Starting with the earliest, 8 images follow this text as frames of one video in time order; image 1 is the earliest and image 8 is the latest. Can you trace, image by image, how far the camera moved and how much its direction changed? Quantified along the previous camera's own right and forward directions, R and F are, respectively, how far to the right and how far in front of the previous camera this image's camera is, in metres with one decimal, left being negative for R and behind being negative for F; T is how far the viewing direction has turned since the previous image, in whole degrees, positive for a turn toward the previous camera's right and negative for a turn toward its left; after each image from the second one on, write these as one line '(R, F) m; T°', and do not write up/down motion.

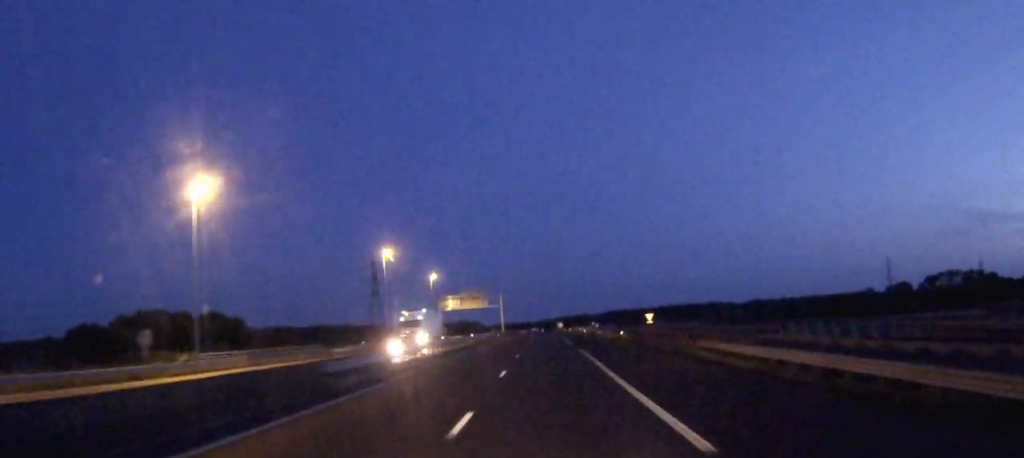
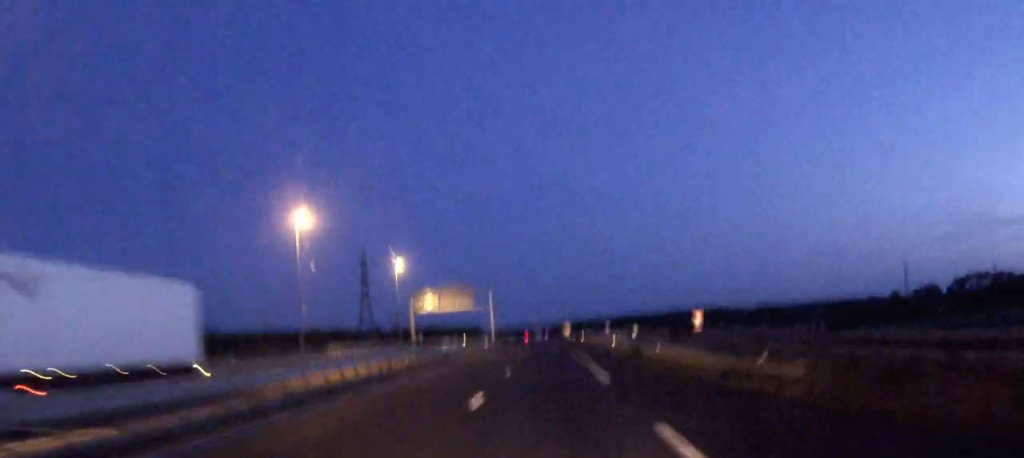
(-0.1, +34.8) m; 0°
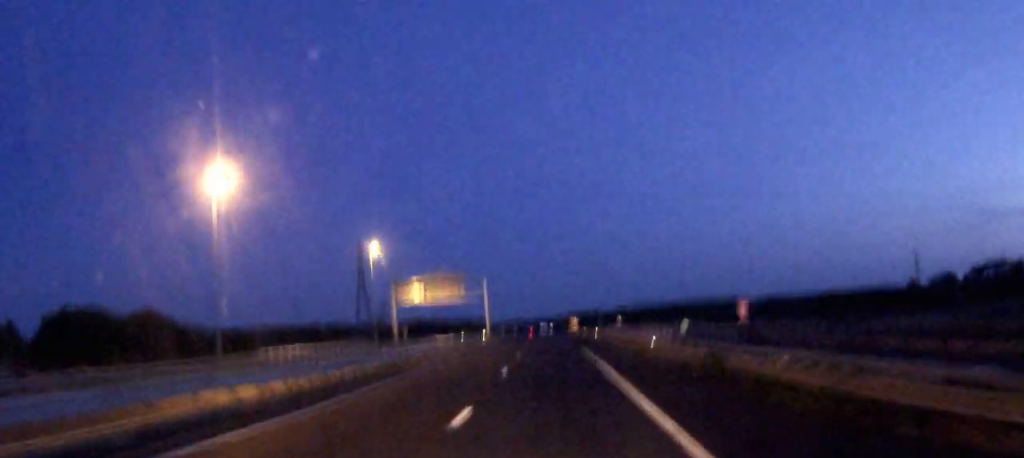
(0.0, +17.0) m; 0°
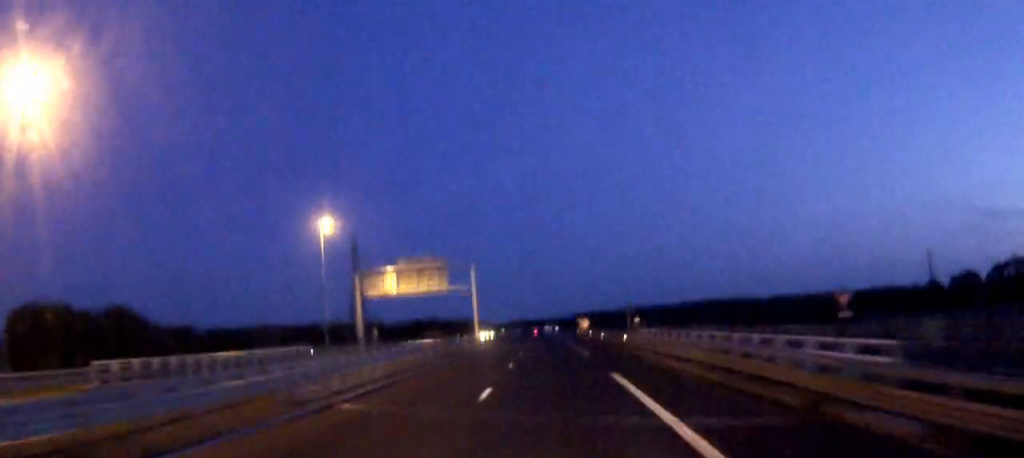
(0.0, +21.2) m; 0°
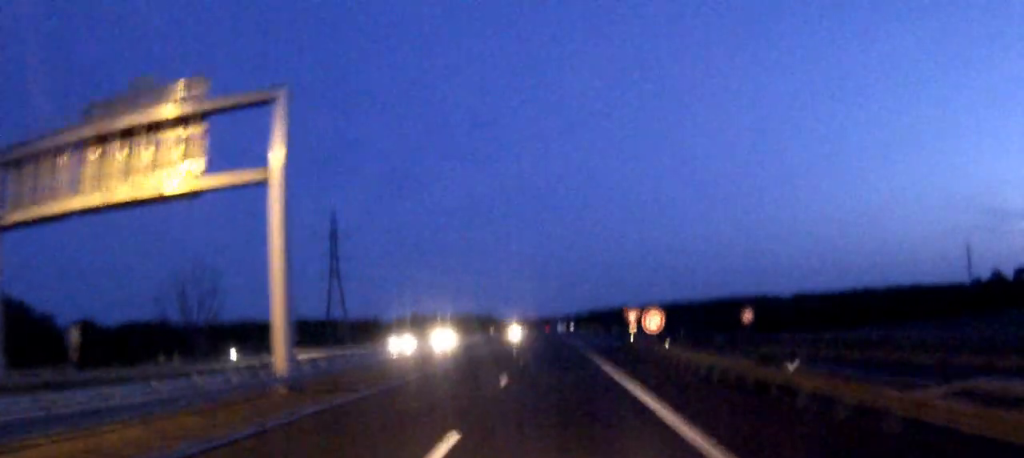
(-0.6, +59.6) m; -1°
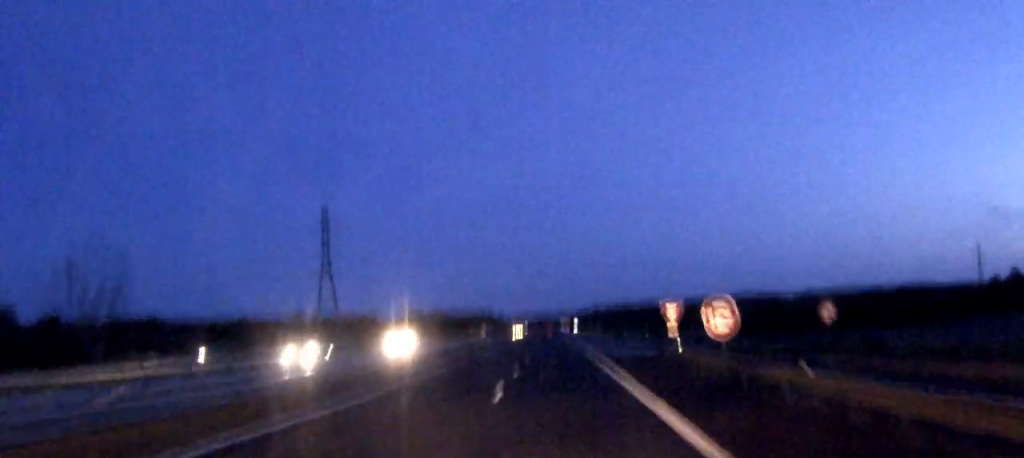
(0.0, +16.2) m; 0°
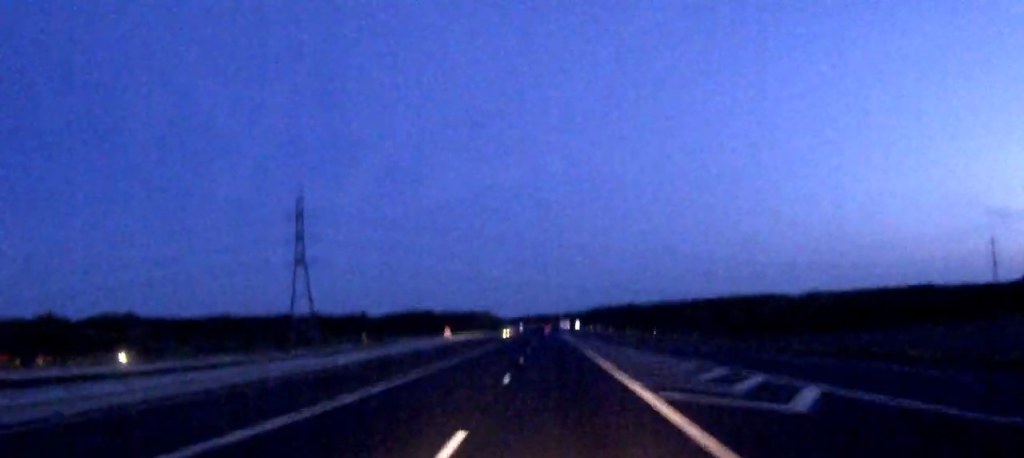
(0.0, +30.6) m; 0°
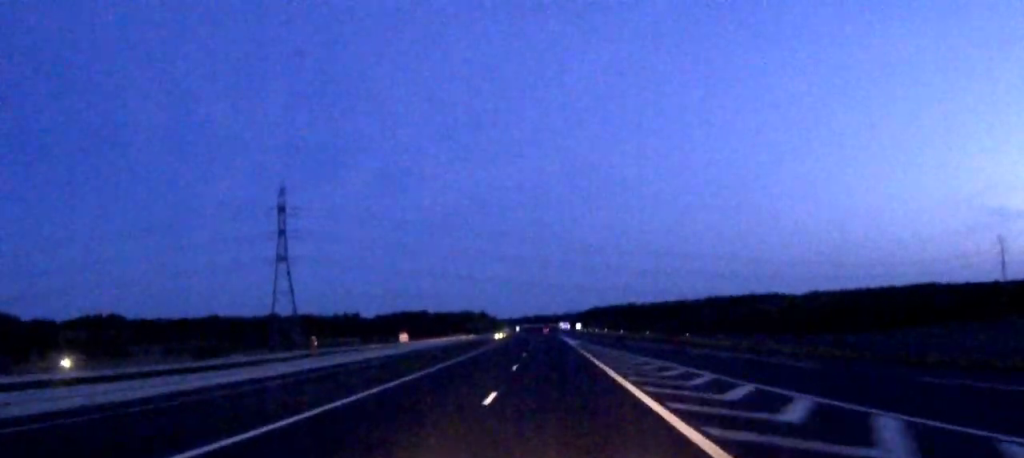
(0.0, +17.9) m; 0°
